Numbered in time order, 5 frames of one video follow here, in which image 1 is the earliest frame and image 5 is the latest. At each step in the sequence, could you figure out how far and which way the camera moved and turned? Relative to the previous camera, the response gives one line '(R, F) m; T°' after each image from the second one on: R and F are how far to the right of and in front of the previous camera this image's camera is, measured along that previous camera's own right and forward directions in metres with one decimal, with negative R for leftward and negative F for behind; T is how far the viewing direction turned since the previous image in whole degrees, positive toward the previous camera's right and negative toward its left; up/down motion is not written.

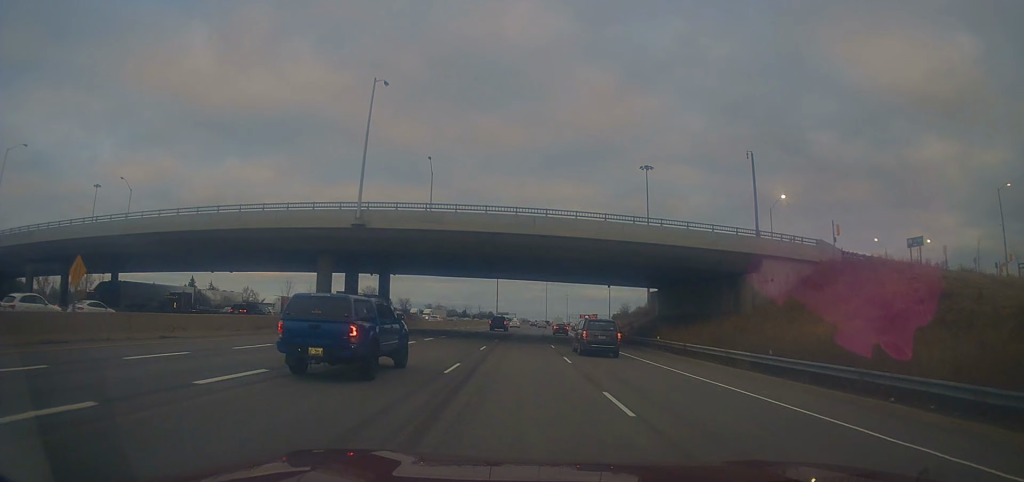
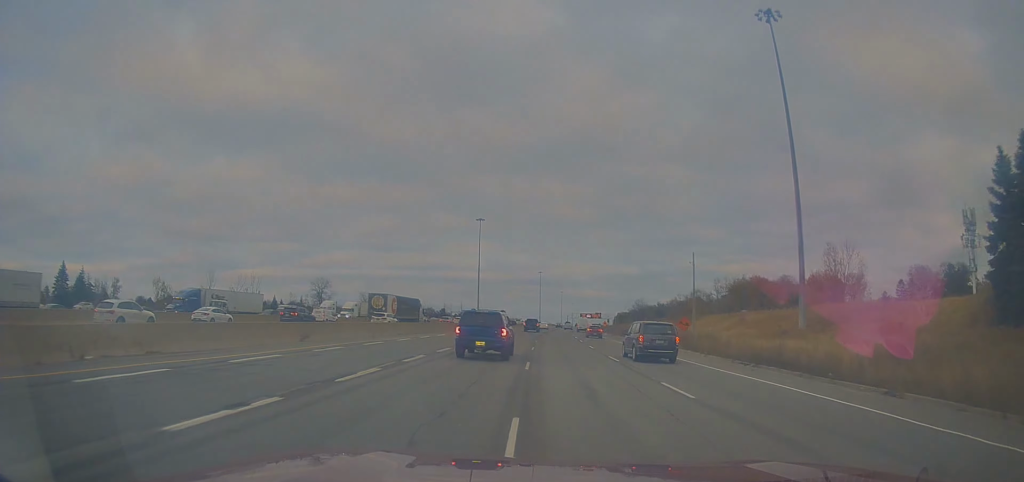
(+1.7, +69.1) m; +2°
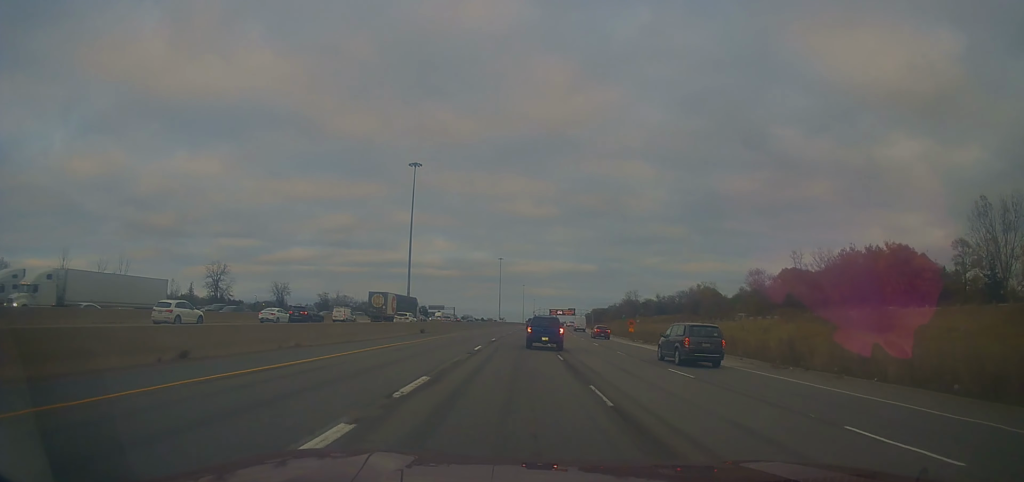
(+1.8, +66.9) m; +4°
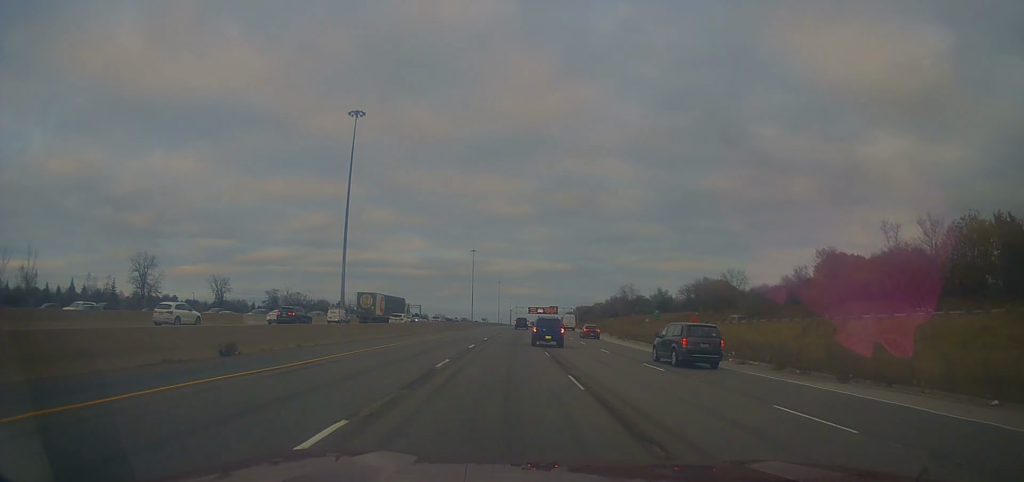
(+0.4, +33.6) m; +3°
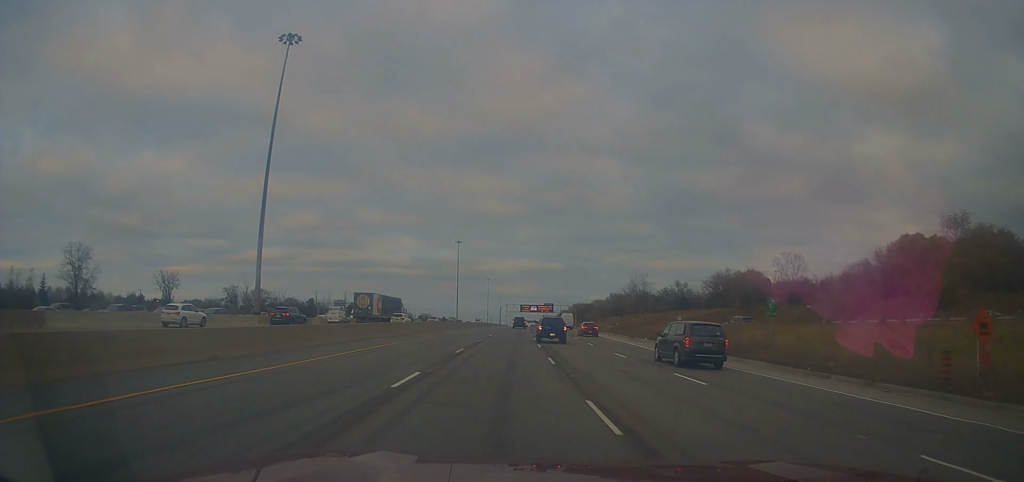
(+1.1, +29.1) m; +2°
